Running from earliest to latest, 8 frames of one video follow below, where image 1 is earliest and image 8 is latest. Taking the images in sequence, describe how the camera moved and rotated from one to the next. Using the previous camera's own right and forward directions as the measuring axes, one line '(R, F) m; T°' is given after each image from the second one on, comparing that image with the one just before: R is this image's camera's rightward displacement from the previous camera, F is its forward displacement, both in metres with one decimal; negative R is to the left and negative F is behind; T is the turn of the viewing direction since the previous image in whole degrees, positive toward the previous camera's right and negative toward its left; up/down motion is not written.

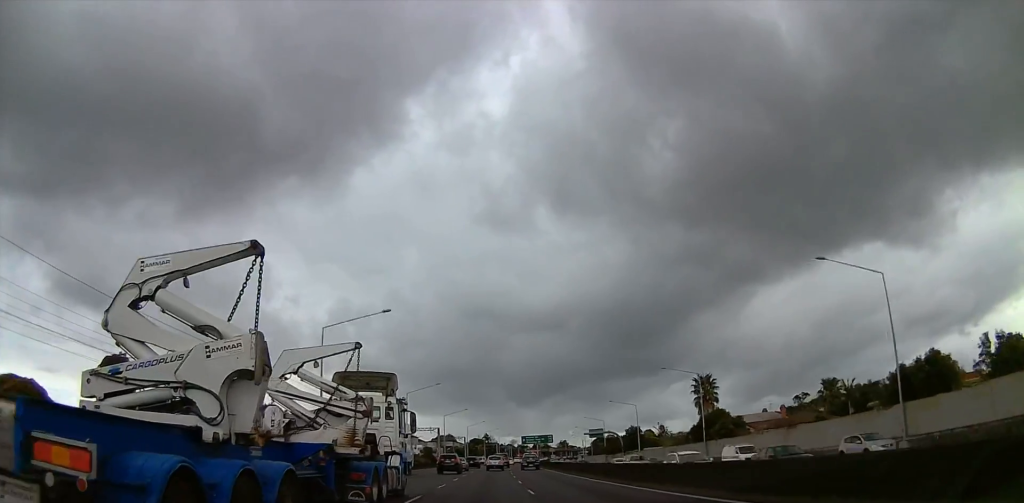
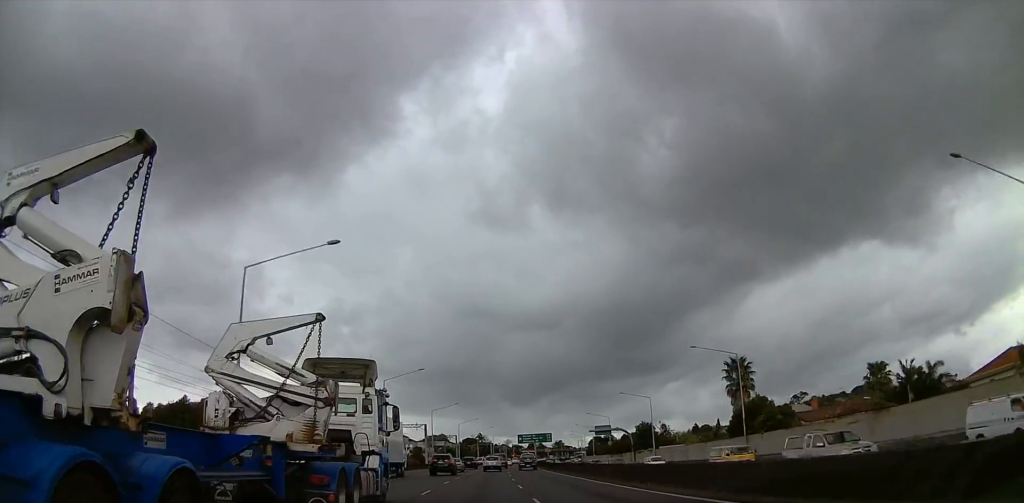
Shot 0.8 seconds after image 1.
(+0.2, +15.2) m; 0°
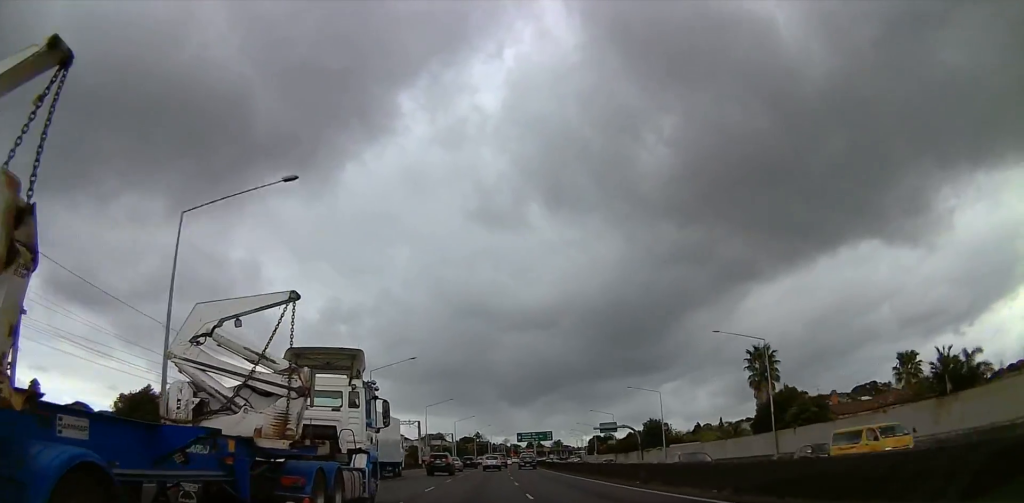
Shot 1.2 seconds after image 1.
(+0.1, +7.6) m; 0°
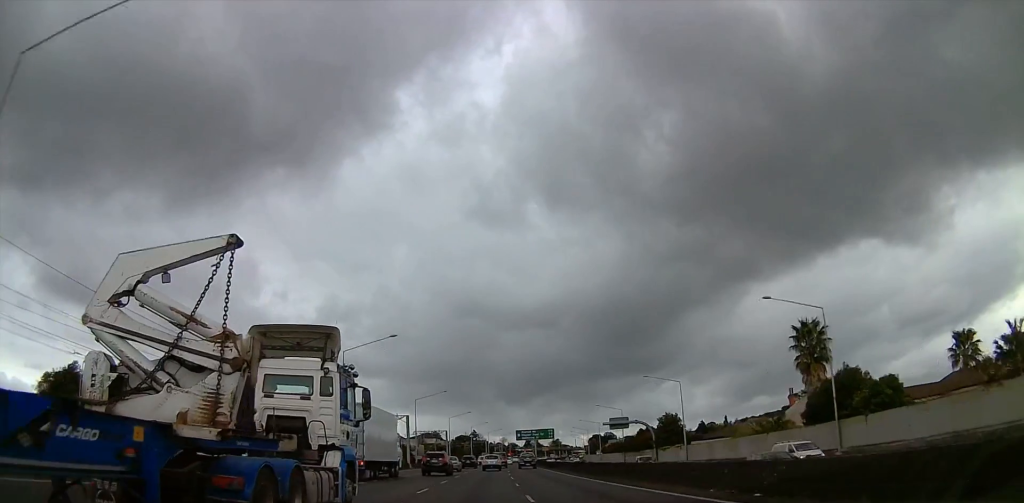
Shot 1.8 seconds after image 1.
(-0.2, +12.1) m; 0°
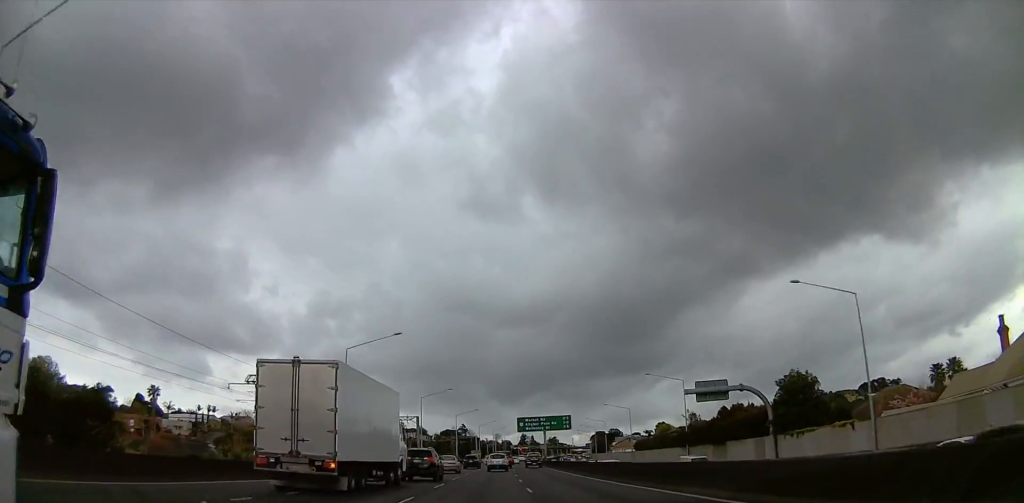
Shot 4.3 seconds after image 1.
(+0.4, +45.7) m; 0°
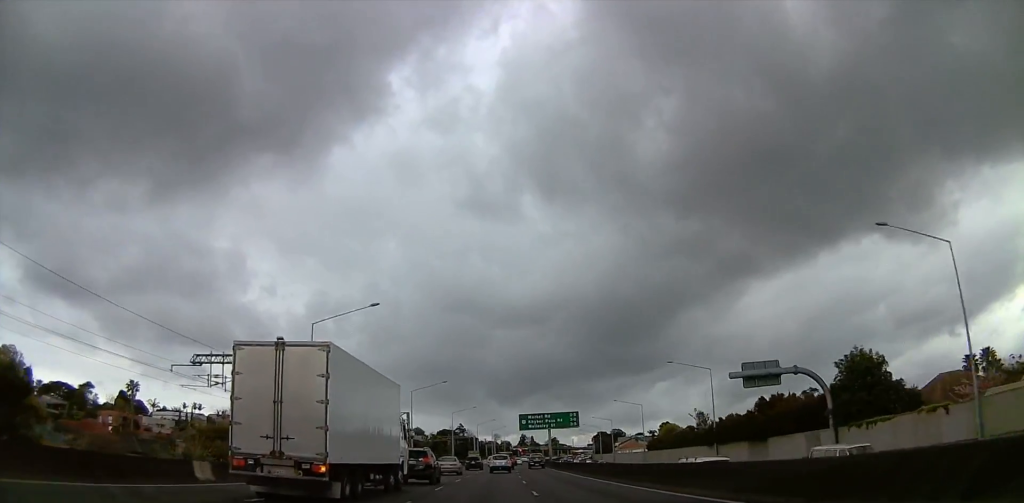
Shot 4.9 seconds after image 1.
(-0.2, +11.0) m; +1°
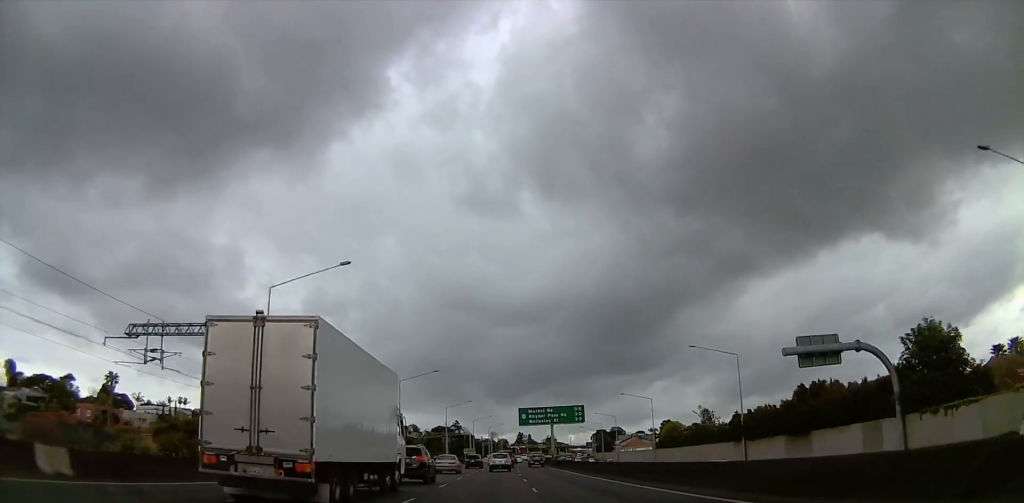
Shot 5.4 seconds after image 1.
(-0.1, +8.8) m; +1°
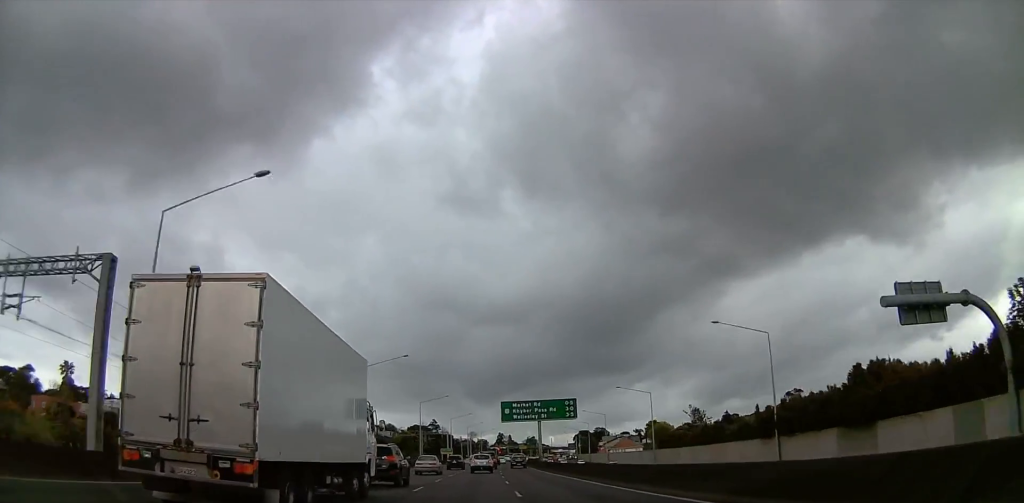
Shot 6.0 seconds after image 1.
(+0.4, +12.4) m; +1°
